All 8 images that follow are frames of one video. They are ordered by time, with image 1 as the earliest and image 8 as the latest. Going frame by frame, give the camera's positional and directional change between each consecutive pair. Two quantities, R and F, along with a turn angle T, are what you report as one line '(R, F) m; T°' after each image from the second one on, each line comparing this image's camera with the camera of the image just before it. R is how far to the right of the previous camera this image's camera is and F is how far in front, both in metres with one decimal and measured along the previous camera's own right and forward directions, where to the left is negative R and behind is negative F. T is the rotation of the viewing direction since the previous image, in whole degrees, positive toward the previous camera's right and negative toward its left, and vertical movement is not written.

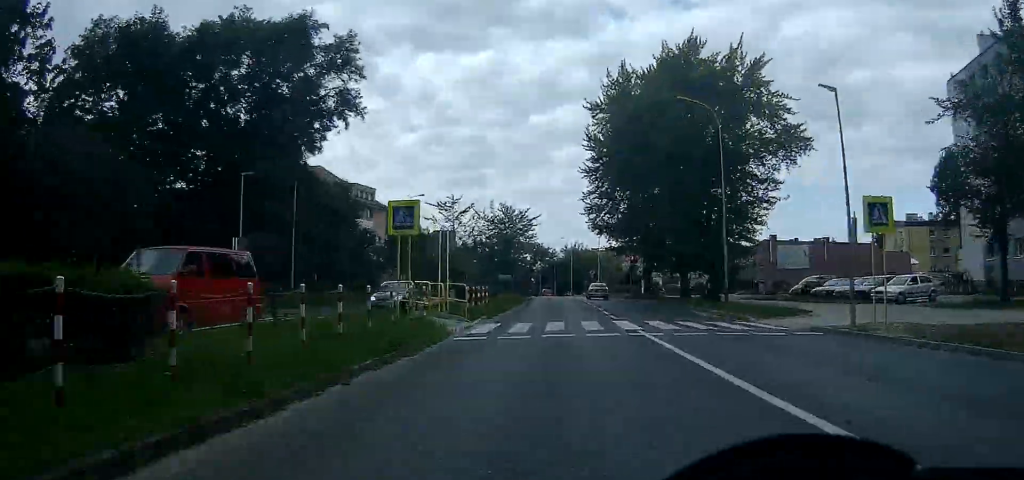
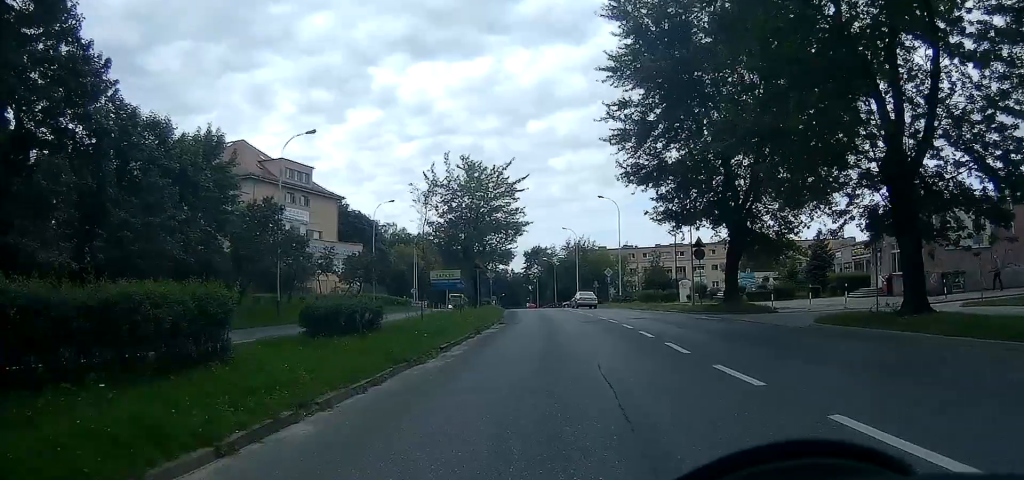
(-0.8, +27.0) m; -2°
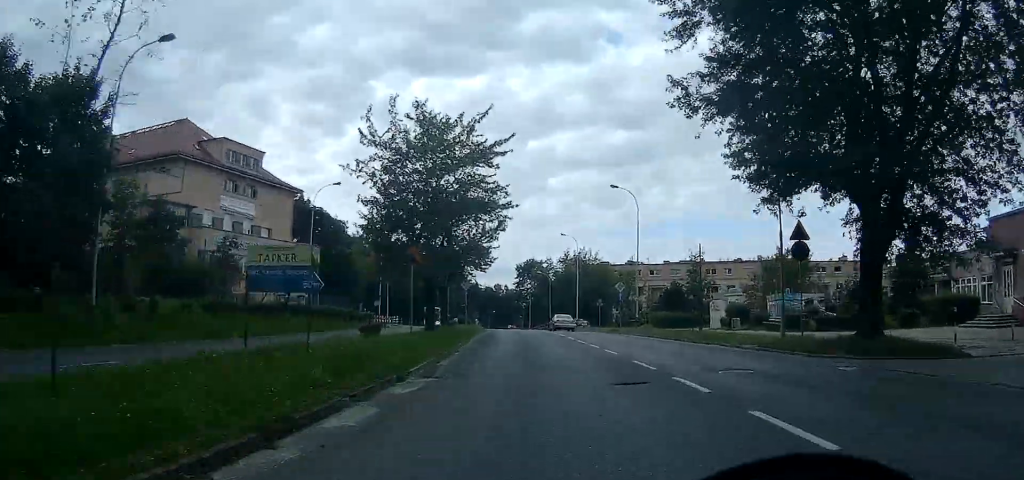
(0.0, +14.0) m; 0°
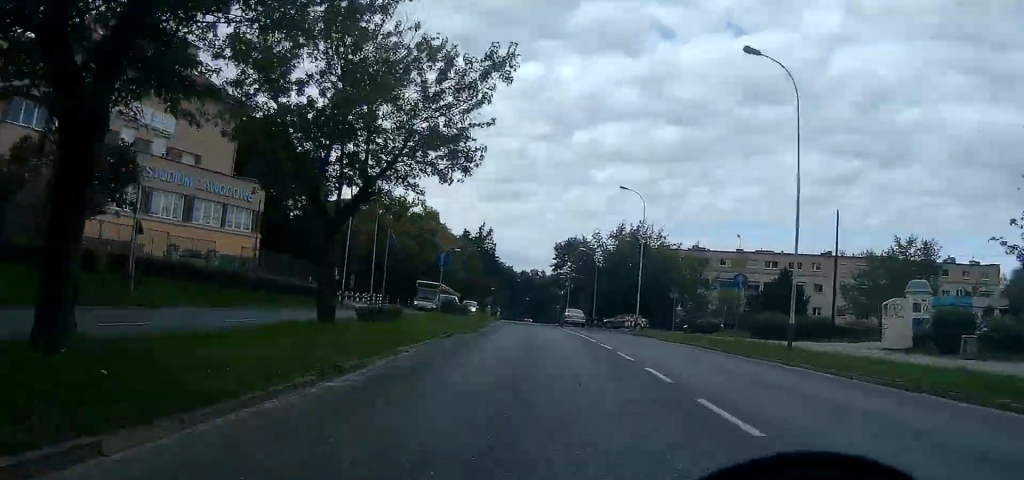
(0.0, +22.5) m; 0°
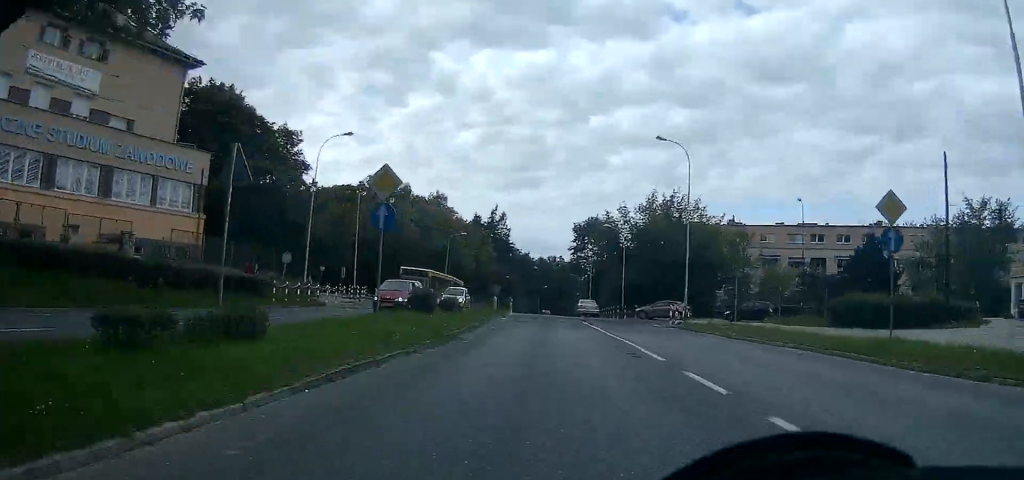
(0.0, +10.4) m; 0°
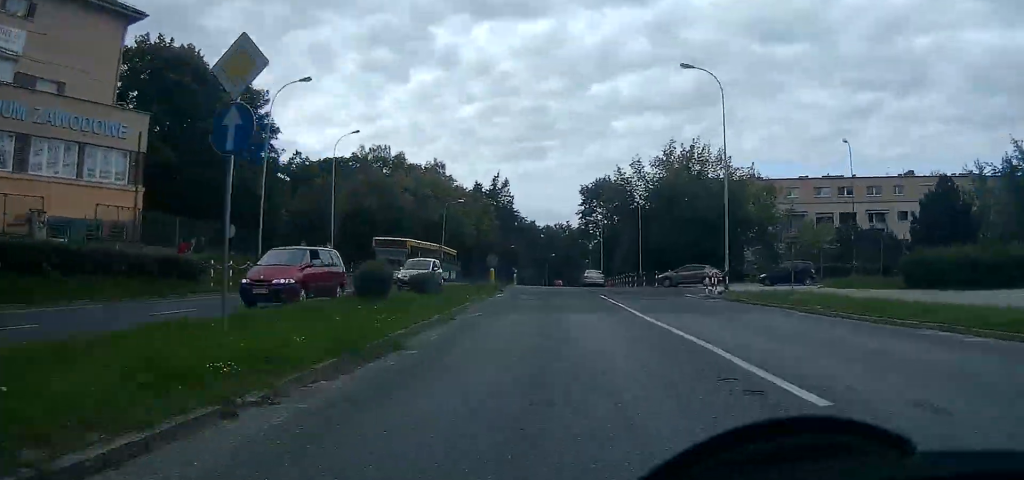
(0.0, +6.7) m; 0°
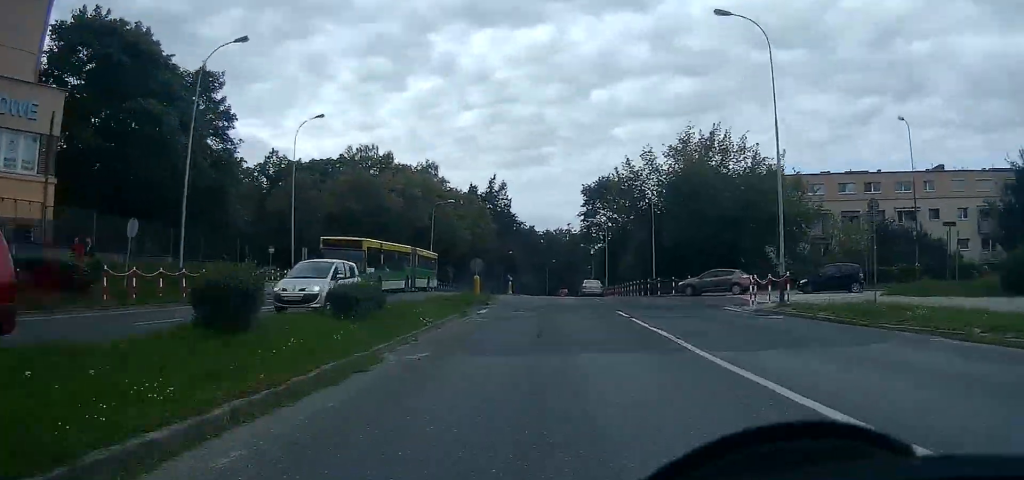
(0.0, +6.7) m; 0°
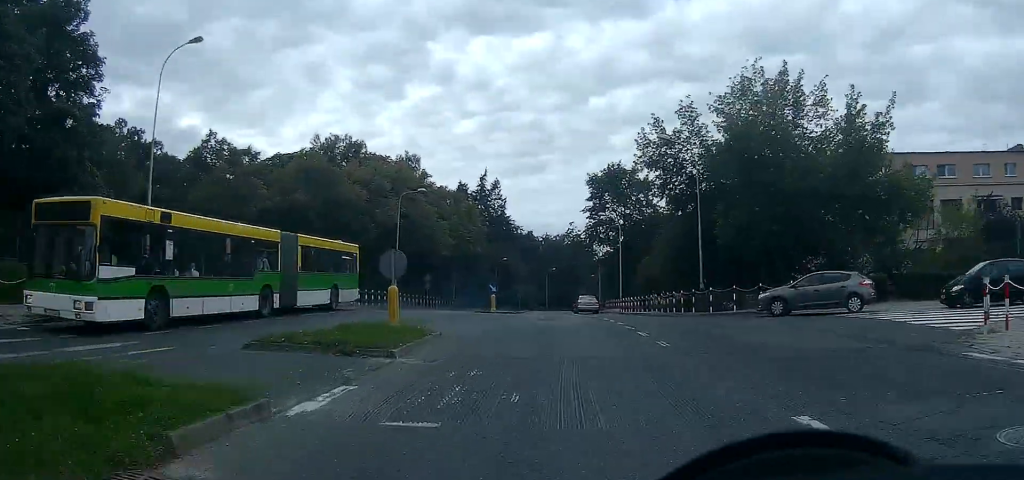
(0.0, +13.9) m; 0°
